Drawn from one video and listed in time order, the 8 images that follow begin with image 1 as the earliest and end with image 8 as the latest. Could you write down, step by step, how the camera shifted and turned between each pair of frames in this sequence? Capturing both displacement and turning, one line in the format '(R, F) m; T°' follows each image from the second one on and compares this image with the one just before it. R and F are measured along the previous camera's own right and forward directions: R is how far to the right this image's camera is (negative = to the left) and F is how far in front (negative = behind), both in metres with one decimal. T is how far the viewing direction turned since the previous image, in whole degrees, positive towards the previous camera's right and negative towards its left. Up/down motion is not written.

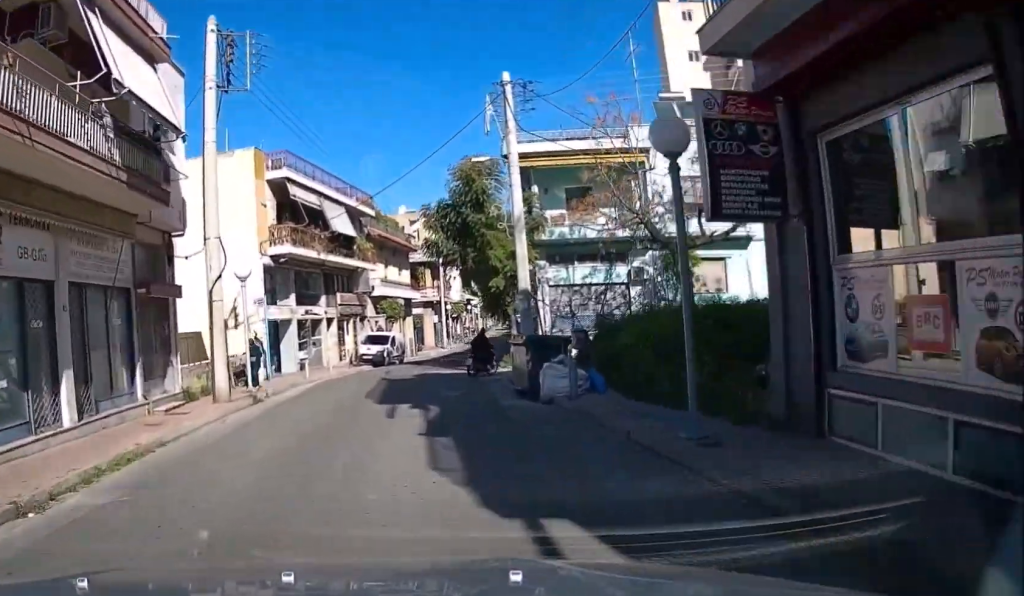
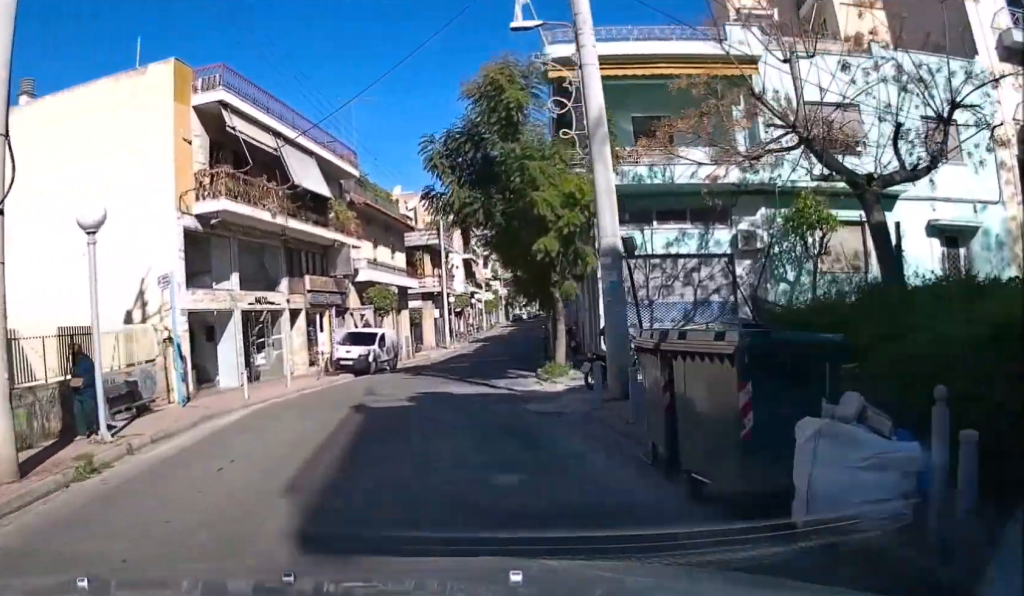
(-0.1, +9.8) m; 0°
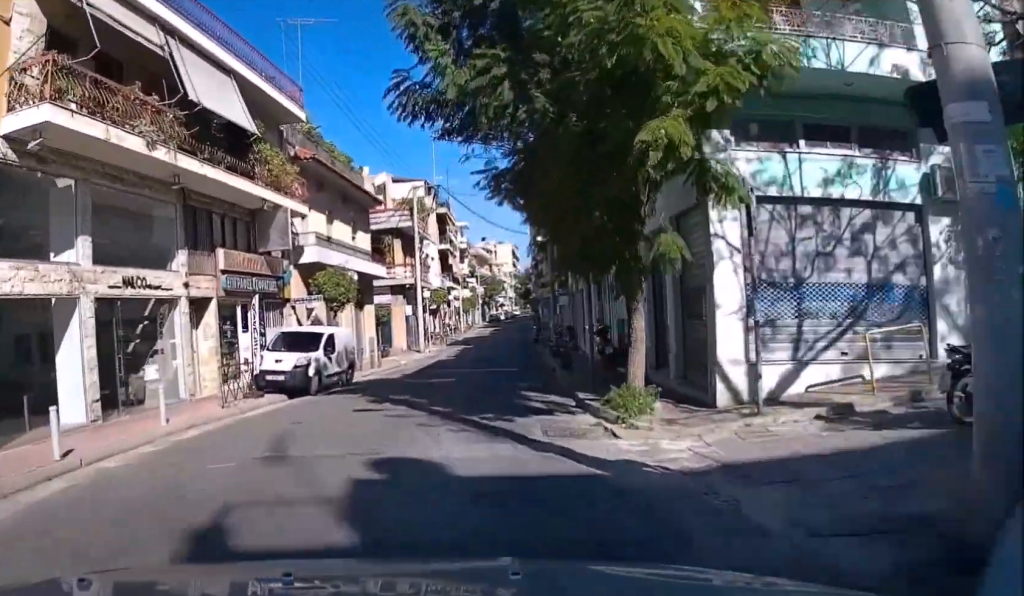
(+0.1, +8.9) m; +2°
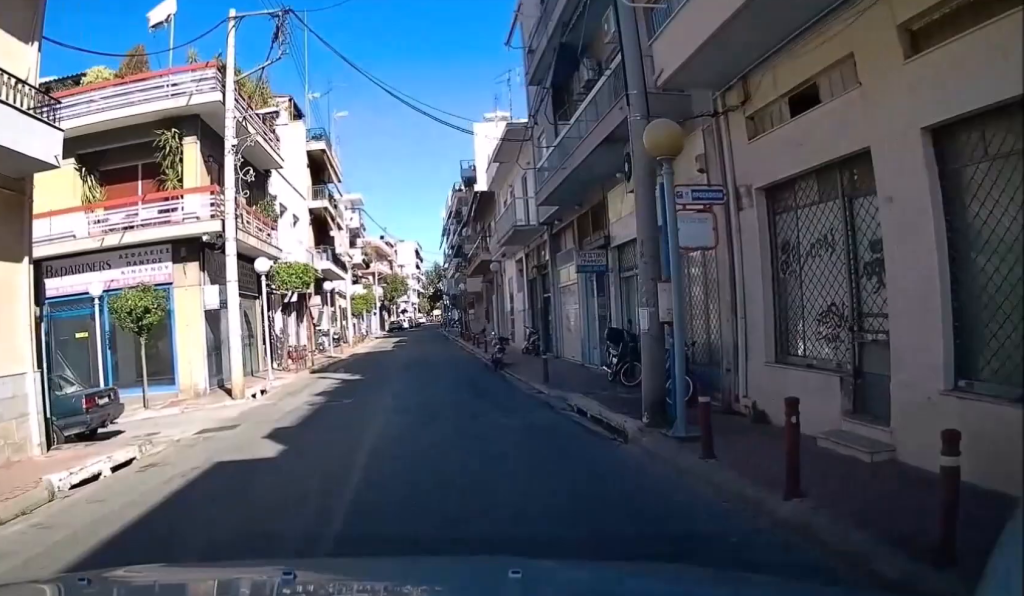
(+1.4, +24.2) m; +6°
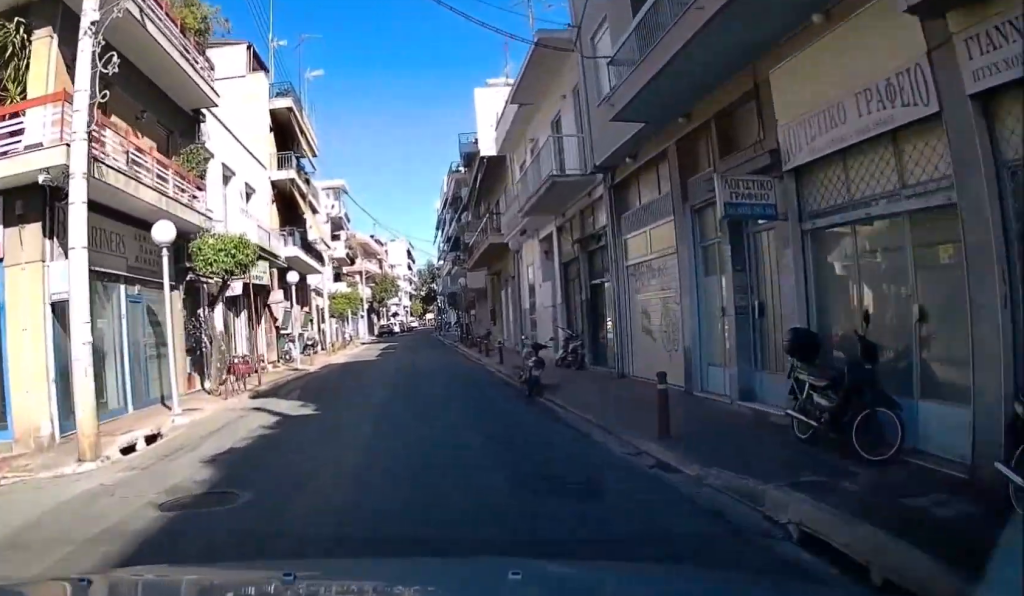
(+0.1, +7.8) m; +1°
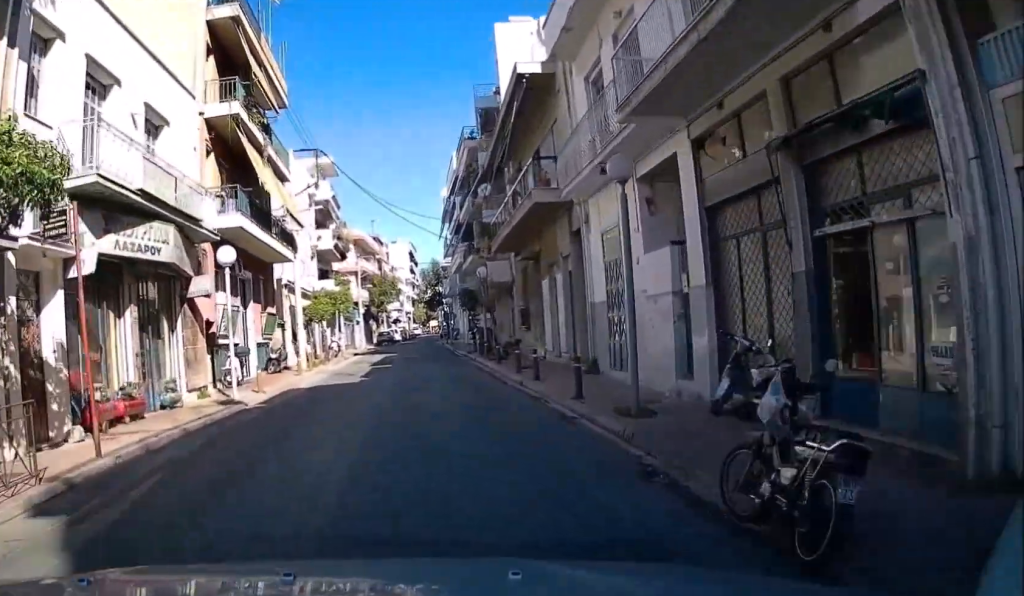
(+0.1, +9.8) m; +1°
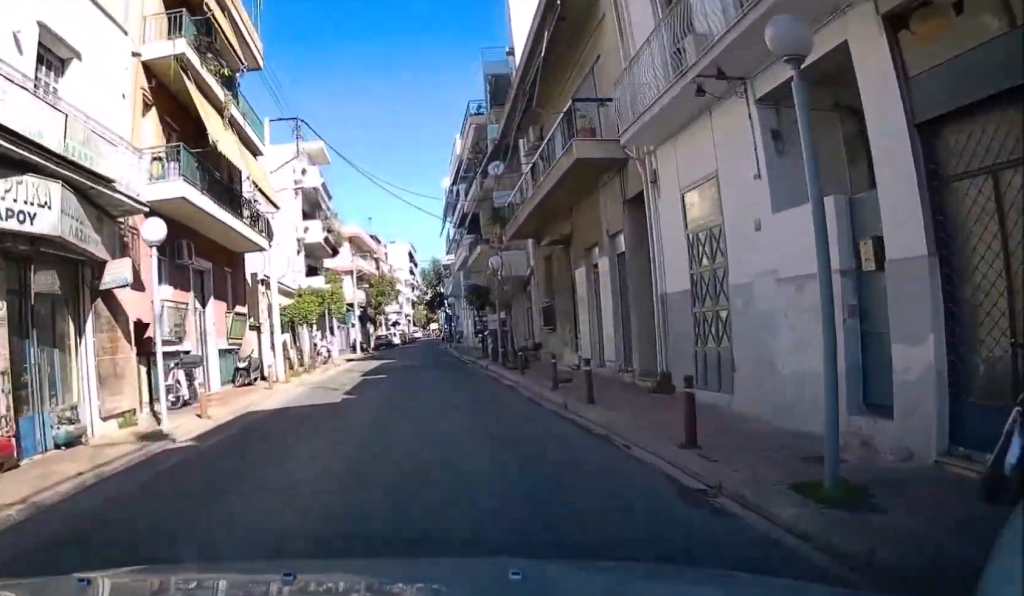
(+0.1, +5.0) m; 0°
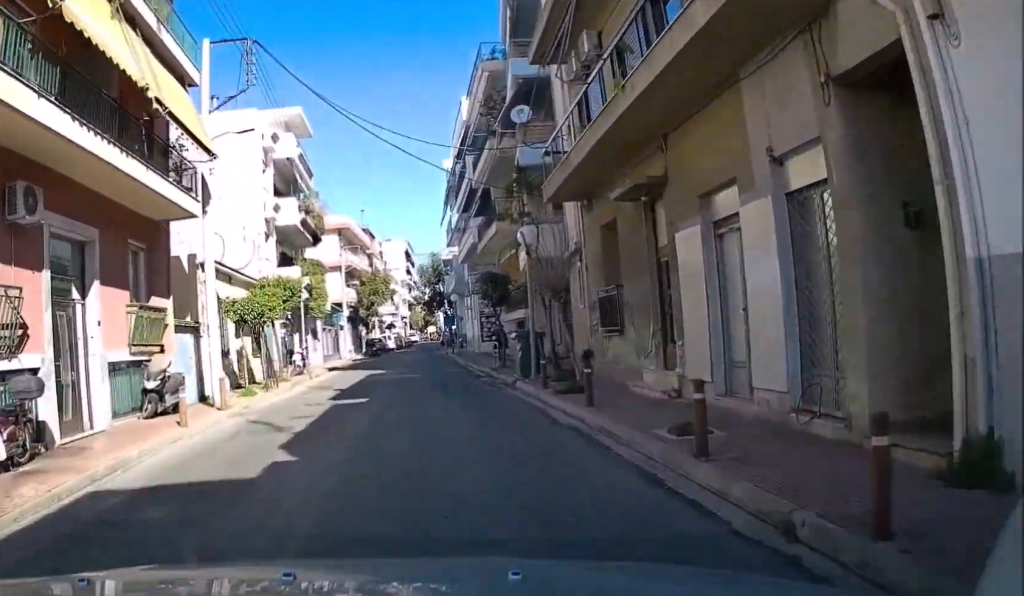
(-0.1, +7.5) m; -1°
